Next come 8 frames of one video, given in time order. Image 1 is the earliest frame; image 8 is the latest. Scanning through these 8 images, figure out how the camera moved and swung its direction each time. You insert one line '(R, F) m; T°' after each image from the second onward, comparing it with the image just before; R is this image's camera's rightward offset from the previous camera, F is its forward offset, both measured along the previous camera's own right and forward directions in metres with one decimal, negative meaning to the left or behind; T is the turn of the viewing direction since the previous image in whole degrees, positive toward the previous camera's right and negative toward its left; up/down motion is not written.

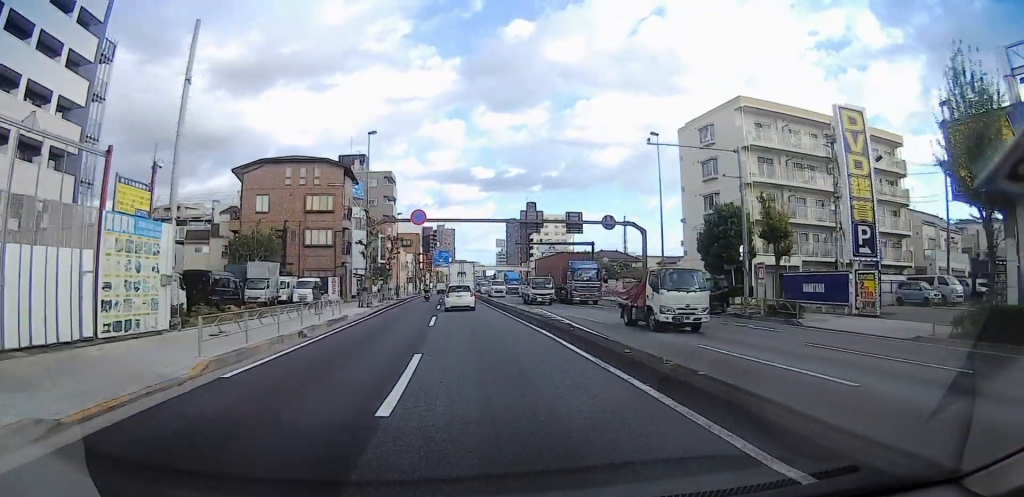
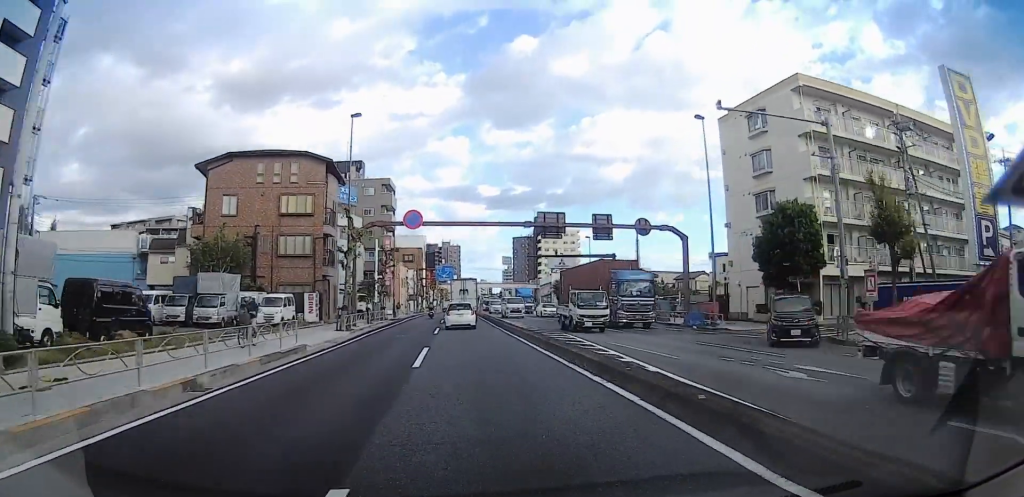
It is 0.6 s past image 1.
(0.0, +8.0) m; 0°
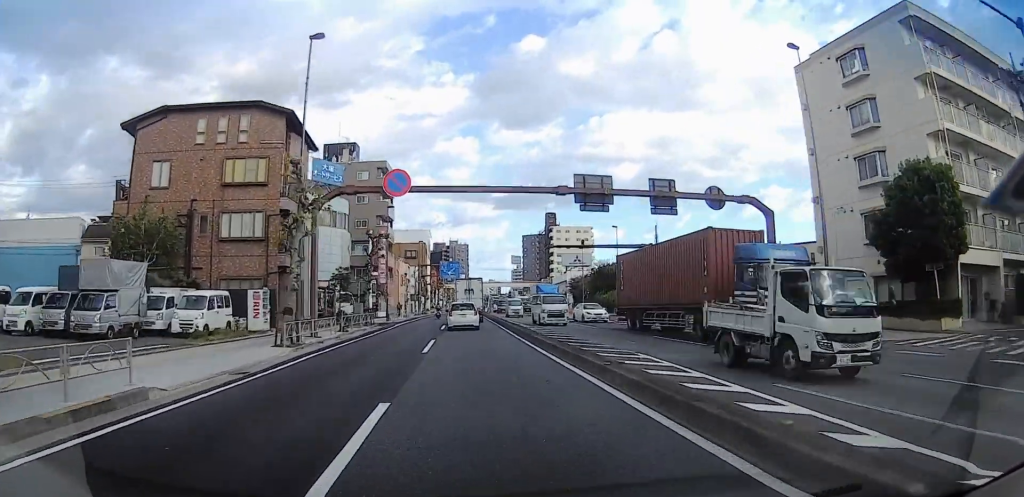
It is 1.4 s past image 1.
(-0.1, +11.2) m; -1°
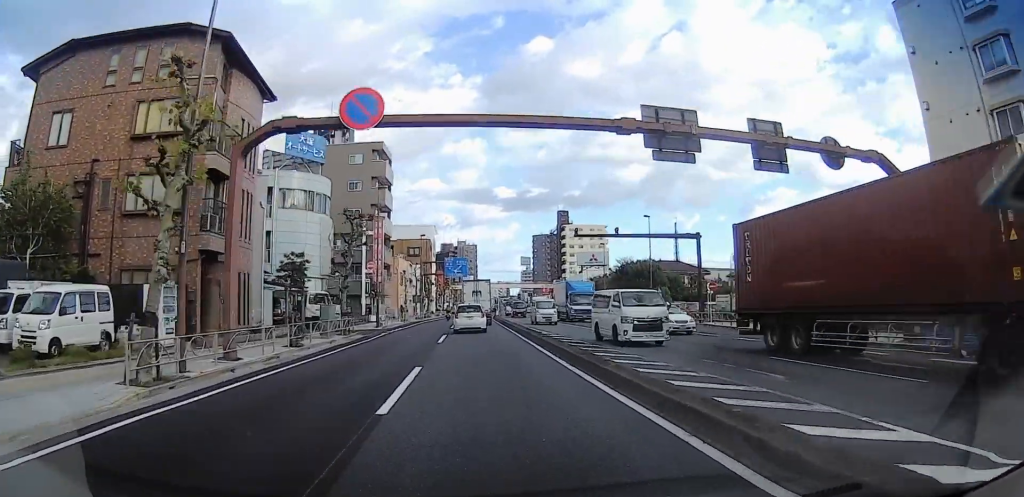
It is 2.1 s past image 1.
(-0.1, +10.2) m; 0°
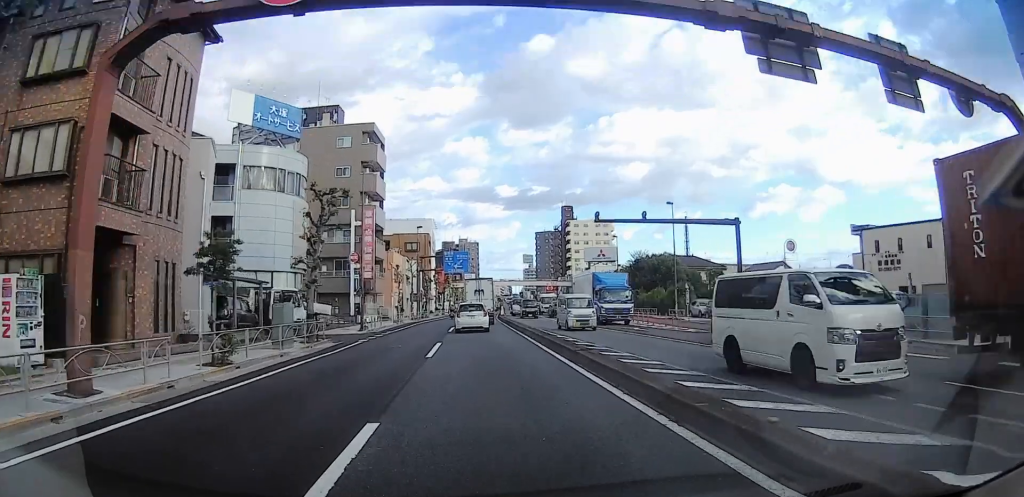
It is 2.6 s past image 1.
(0.0, +6.4) m; 0°
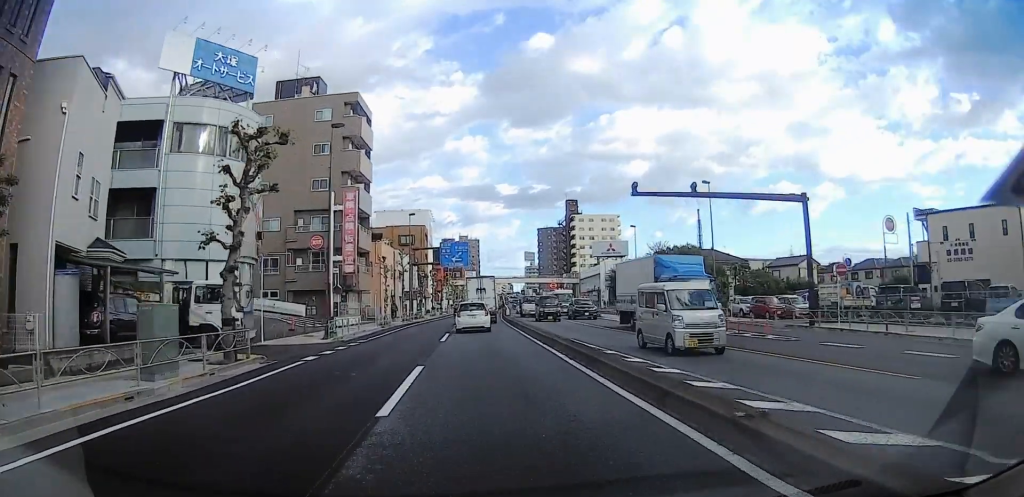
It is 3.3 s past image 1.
(0.0, +9.0) m; 0°
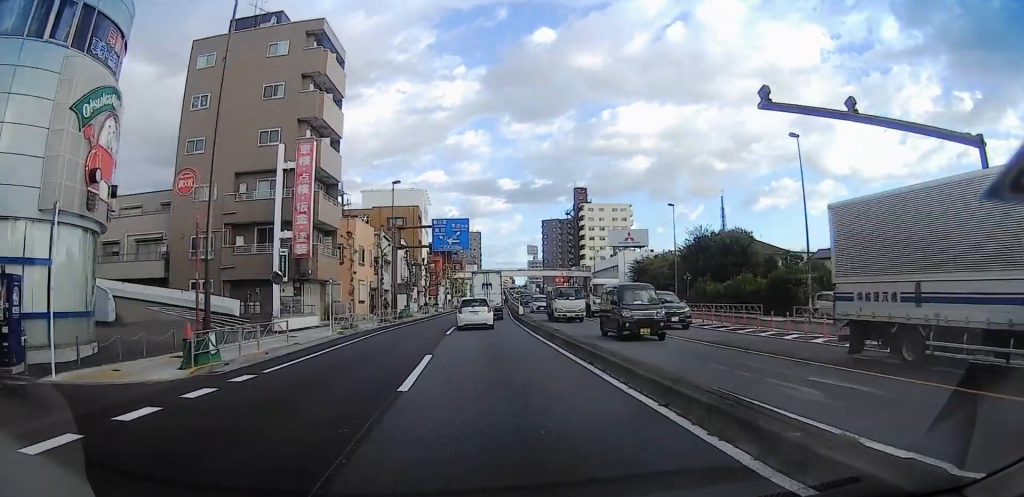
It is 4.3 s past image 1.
(-0.1, +12.2) m; -1°
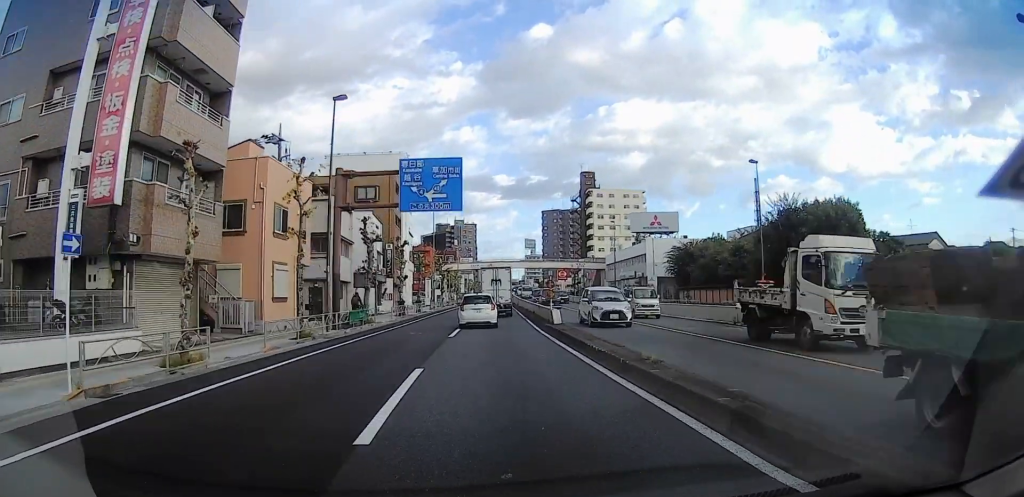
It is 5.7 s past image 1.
(+0.1, +18.3) m; +1°
